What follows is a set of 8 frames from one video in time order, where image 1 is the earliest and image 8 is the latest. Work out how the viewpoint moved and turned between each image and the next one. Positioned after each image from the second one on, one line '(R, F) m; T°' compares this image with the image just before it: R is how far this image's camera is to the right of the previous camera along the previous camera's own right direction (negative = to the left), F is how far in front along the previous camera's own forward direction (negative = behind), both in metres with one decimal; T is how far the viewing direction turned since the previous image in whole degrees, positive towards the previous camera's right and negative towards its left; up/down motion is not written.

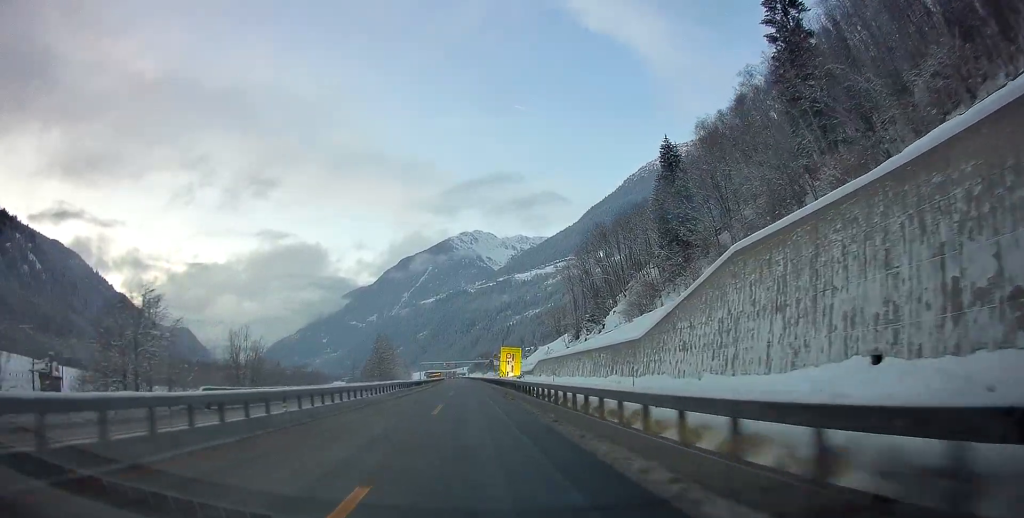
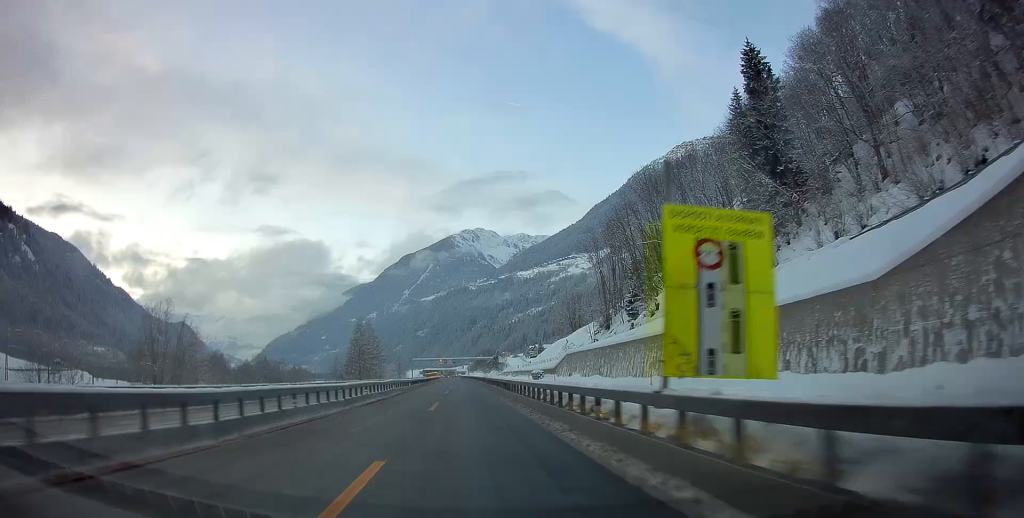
(-0.2, +34.5) m; -1°
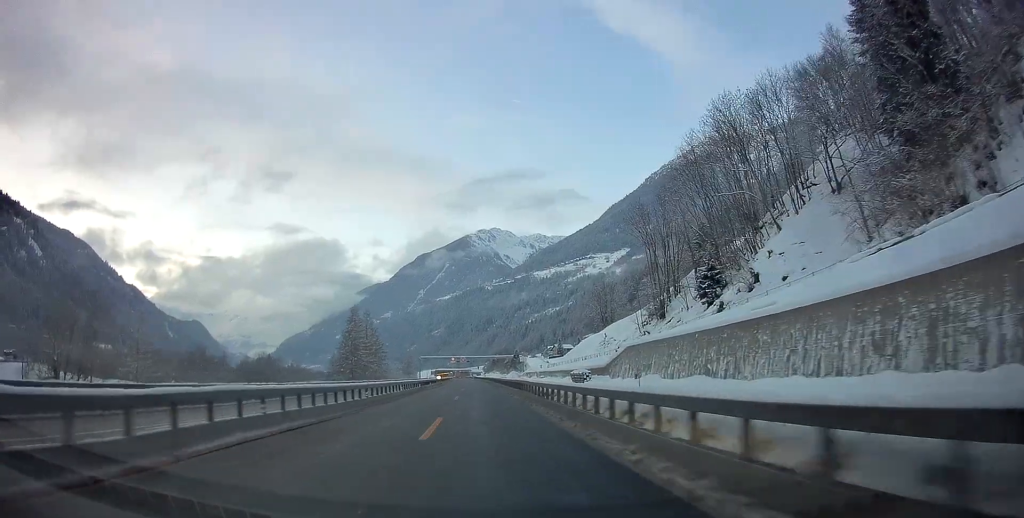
(-0.1, +27.6) m; 0°
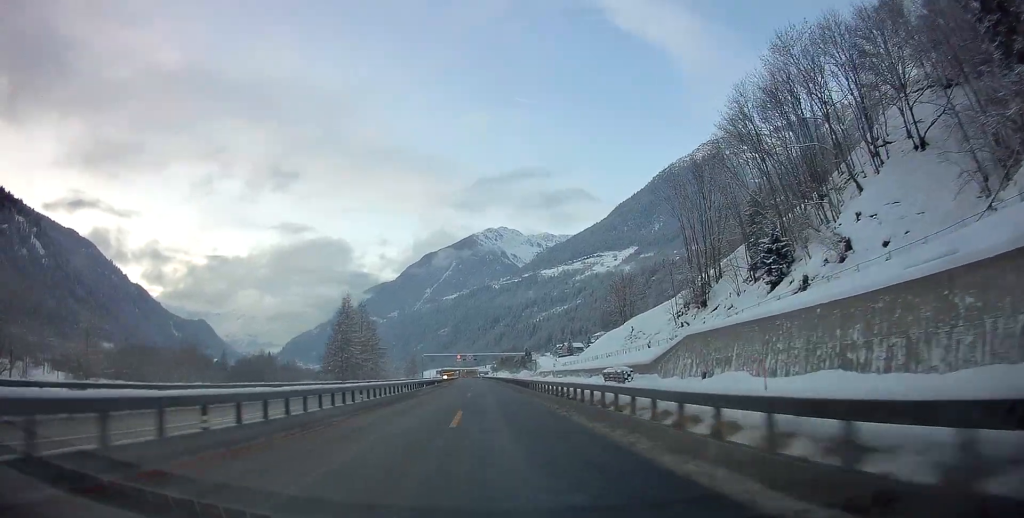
(+0.2, +16.1) m; -1°
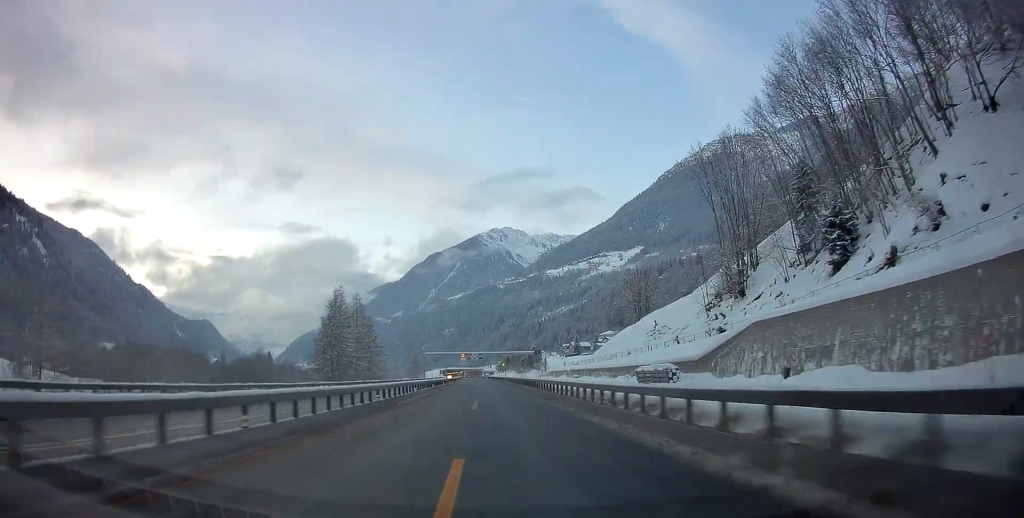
(-0.2, +10.9) m; -1°
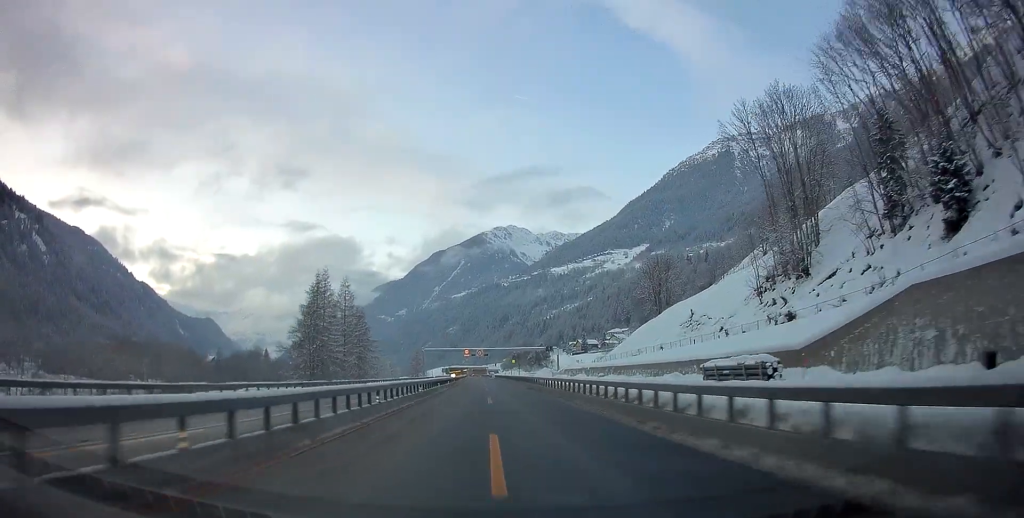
(-0.4, +15.3) m; -1°
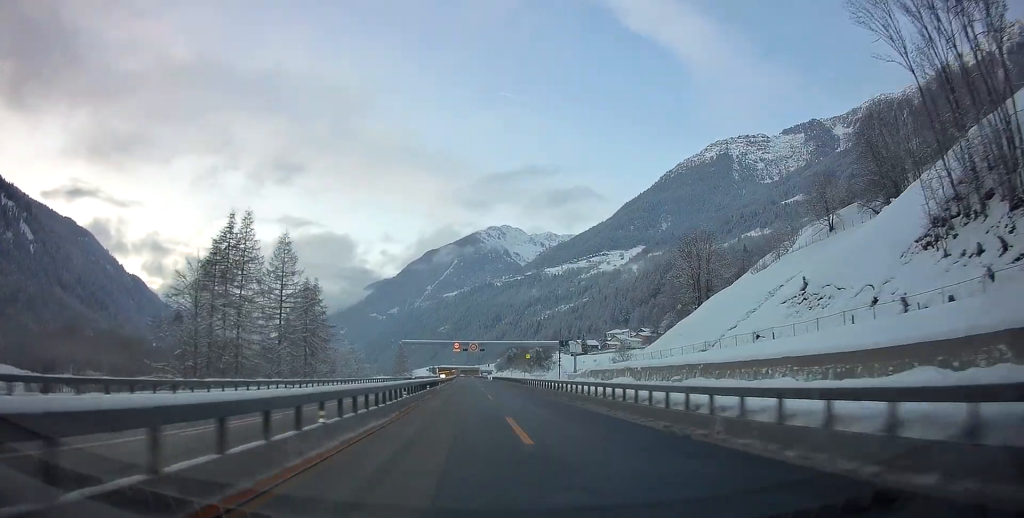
(+0.6, +32.3) m; +1°
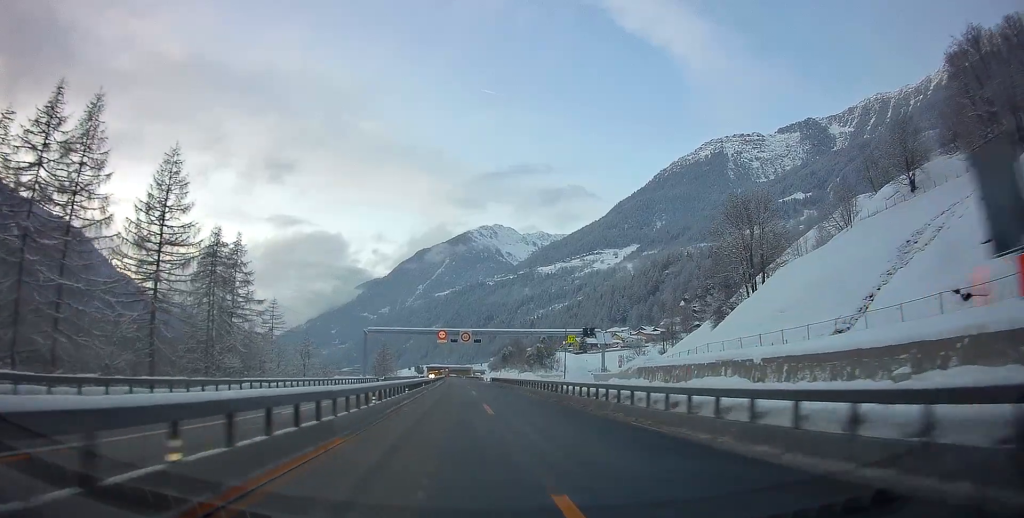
(+0.3, +29.7) m; +1°
